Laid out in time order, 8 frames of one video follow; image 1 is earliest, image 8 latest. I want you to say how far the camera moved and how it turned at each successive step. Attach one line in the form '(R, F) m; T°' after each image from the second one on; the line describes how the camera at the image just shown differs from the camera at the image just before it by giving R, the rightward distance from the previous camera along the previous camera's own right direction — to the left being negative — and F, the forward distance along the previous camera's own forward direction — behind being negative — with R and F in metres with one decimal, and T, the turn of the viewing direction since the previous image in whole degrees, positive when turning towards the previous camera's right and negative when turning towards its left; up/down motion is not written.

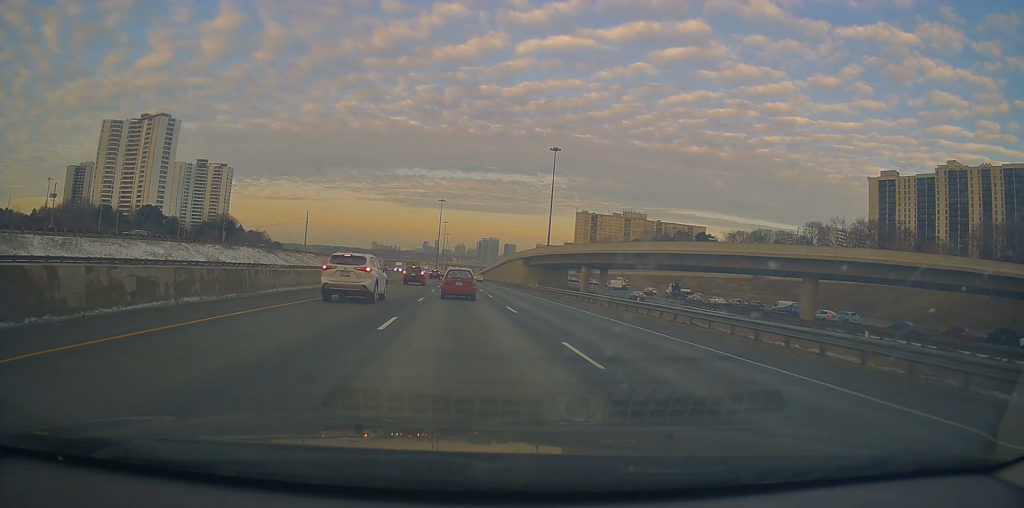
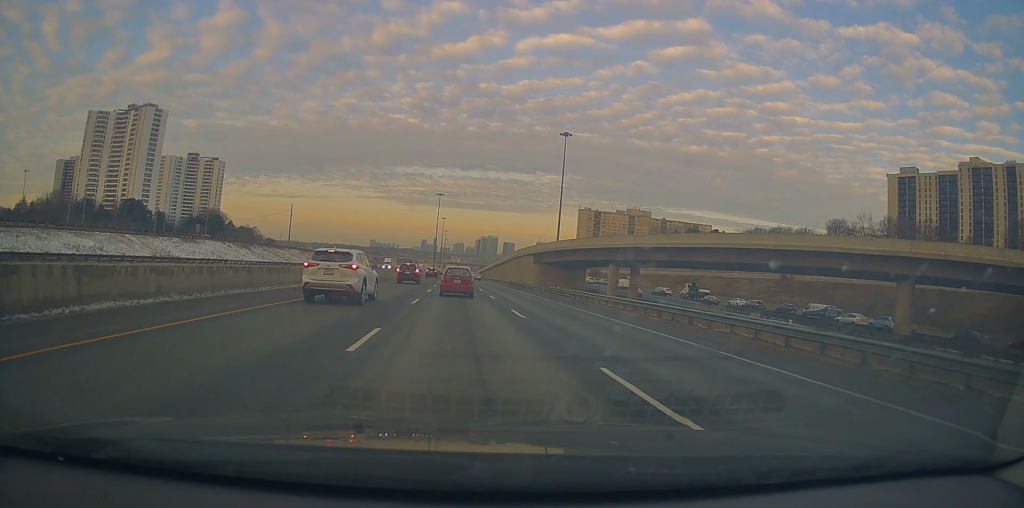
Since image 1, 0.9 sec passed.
(-0.5, +15.2) m; +2°
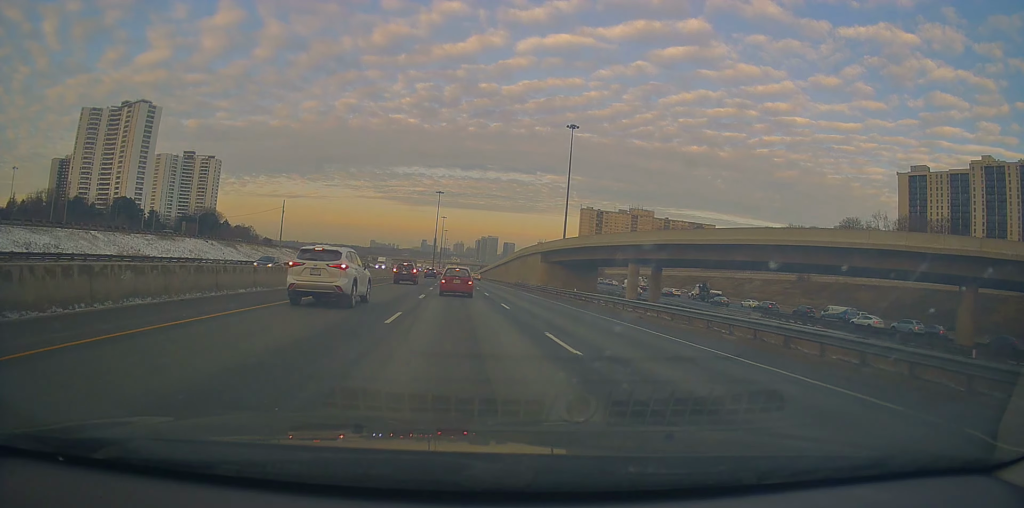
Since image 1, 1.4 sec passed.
(+0.5, +7.6) m; +1°
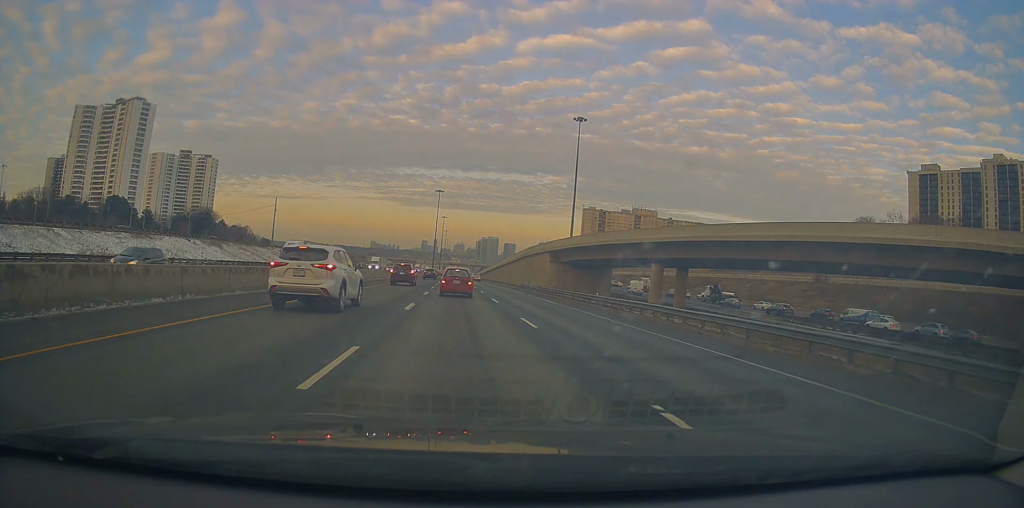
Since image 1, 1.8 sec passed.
(+0.4, +7.0) m; +1°
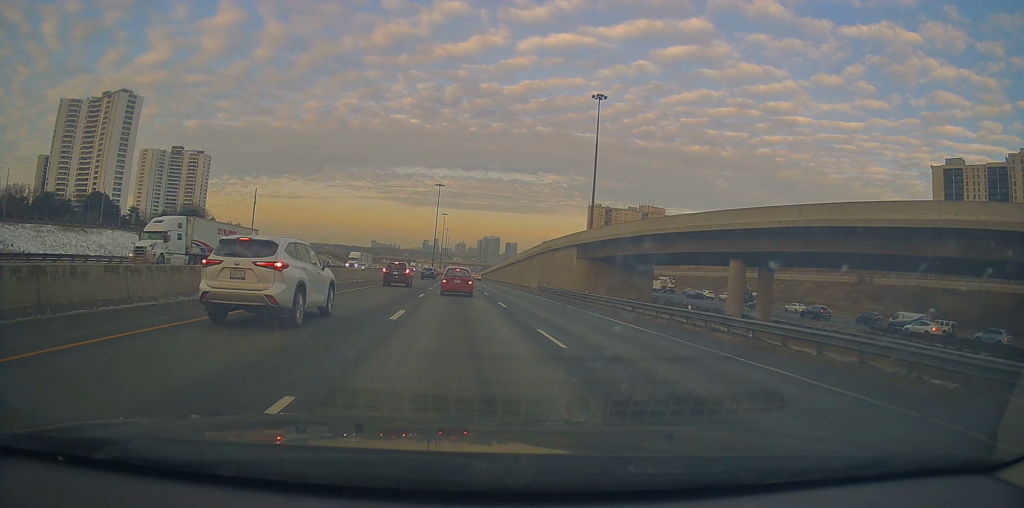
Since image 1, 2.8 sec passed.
(-0.5, +15.8) m; -2°
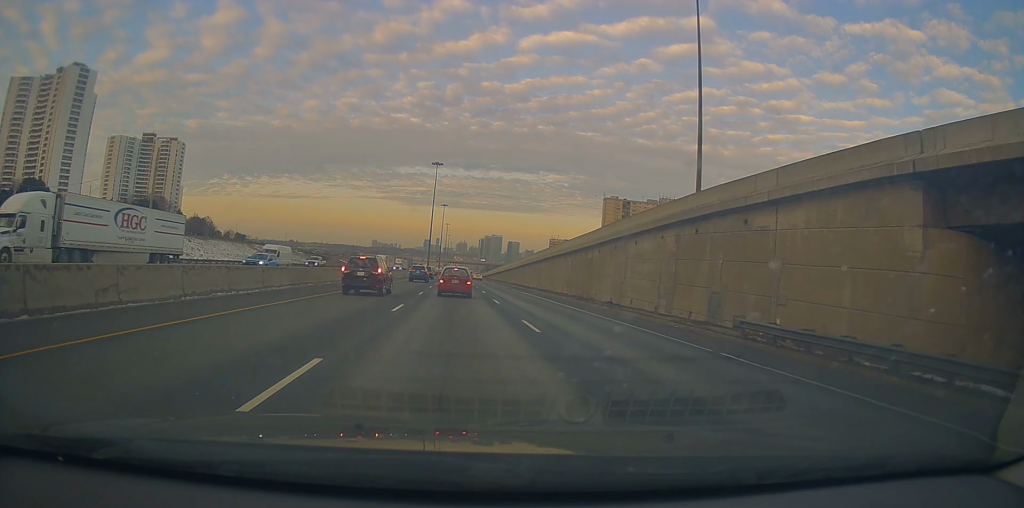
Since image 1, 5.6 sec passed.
(0.0, +44.4) m; 0°
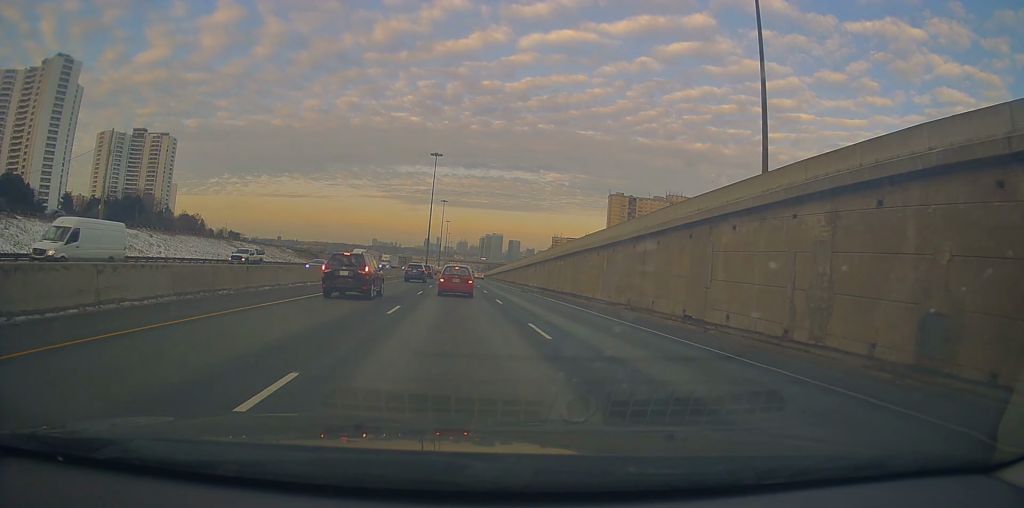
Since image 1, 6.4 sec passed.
(0.0, +13.2) m; 0°
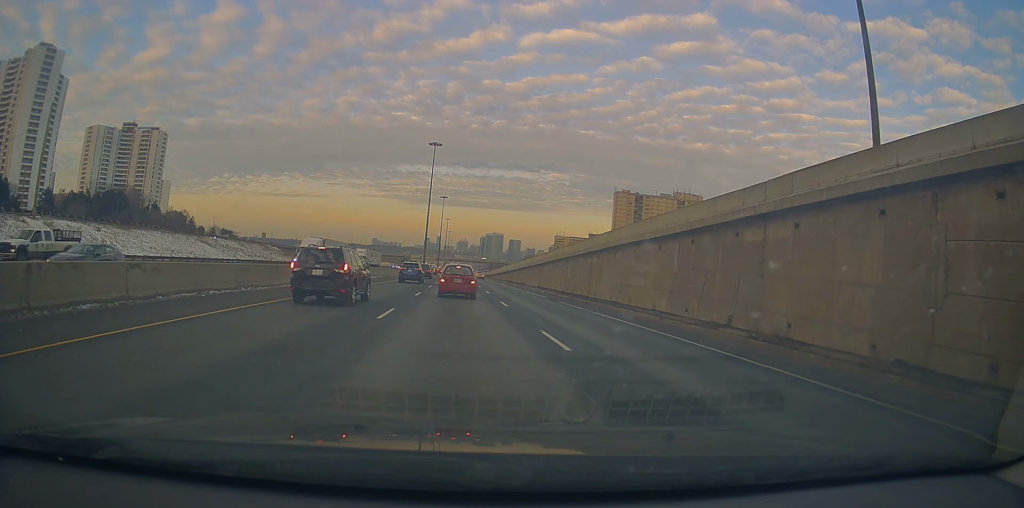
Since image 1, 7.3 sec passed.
(0.0, +14.6) m; -1°
